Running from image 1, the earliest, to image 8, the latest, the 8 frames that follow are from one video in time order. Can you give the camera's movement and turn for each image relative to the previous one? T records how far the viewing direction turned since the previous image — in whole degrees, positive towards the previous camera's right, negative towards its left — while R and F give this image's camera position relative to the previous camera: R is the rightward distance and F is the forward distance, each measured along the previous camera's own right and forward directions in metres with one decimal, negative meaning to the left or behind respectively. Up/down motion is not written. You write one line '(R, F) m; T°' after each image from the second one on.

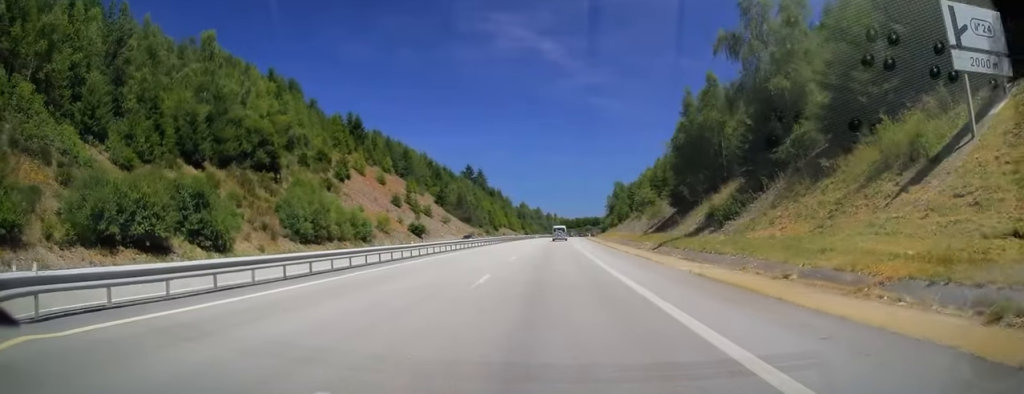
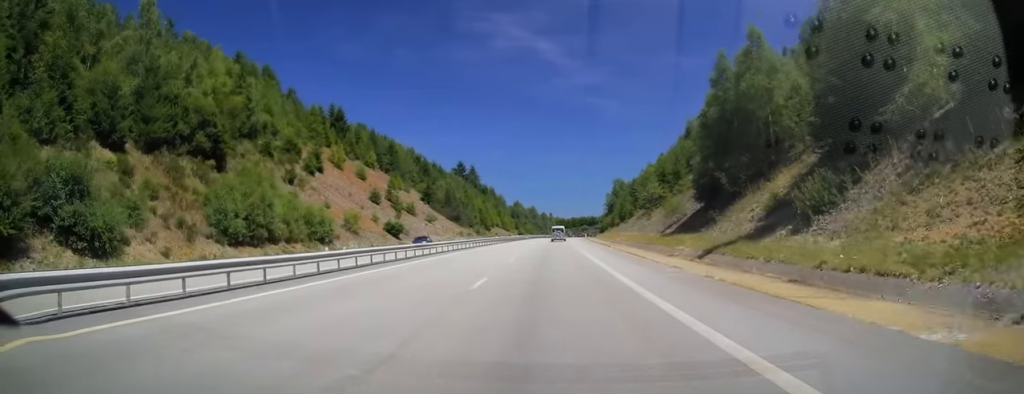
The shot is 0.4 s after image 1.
(+0.1, +13.4) m; 0°
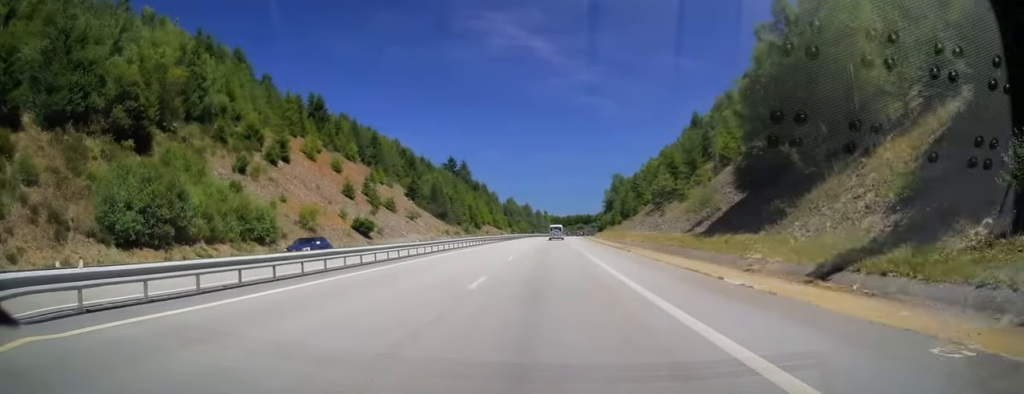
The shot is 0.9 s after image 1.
(0.0, +13.4) m; 0°
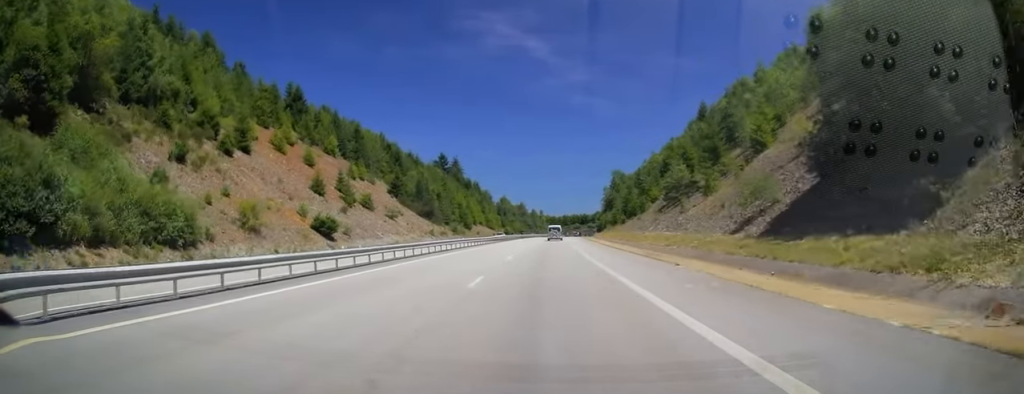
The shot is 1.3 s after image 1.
(-0.1, +12.9) m; 0°
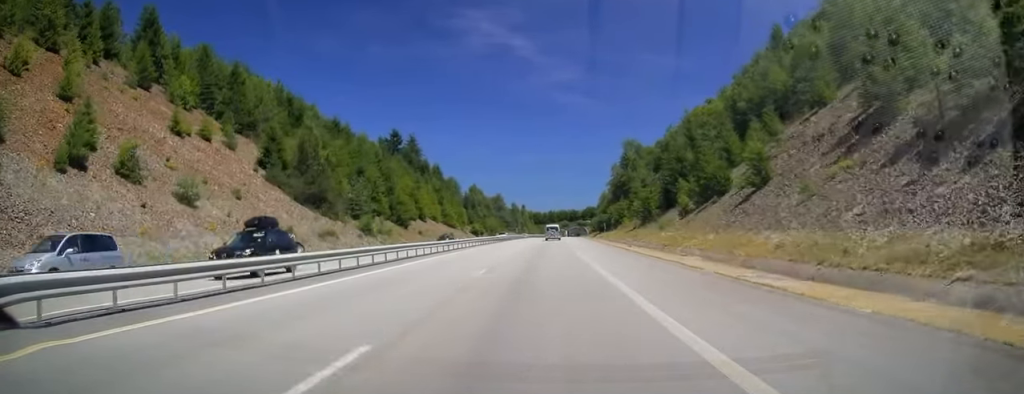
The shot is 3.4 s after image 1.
(+0.9, +62.3) m; +1°
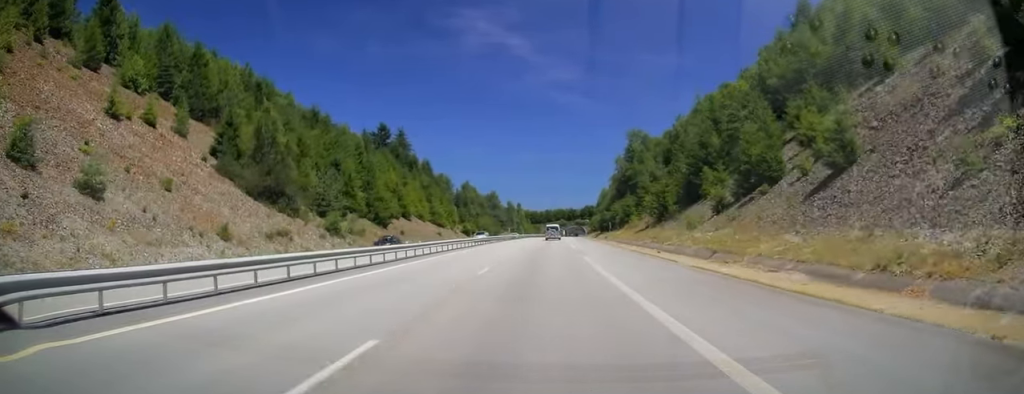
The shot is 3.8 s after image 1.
(0.0, +12.4) m; 0°
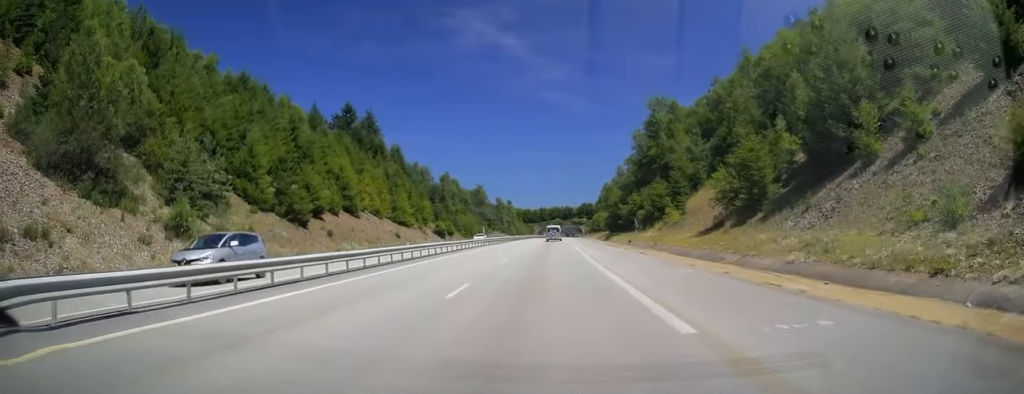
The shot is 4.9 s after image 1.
(+0.2, +31.3) m; +1°
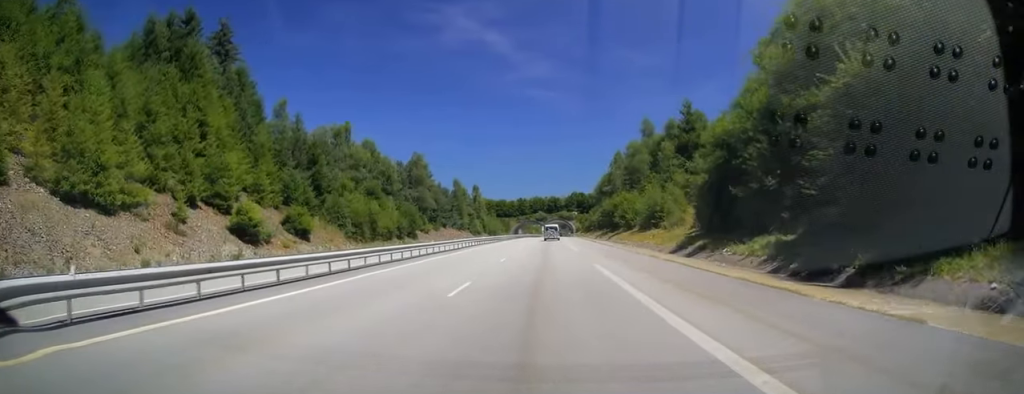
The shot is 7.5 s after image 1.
(+0.7, +77.4) m; +1°
